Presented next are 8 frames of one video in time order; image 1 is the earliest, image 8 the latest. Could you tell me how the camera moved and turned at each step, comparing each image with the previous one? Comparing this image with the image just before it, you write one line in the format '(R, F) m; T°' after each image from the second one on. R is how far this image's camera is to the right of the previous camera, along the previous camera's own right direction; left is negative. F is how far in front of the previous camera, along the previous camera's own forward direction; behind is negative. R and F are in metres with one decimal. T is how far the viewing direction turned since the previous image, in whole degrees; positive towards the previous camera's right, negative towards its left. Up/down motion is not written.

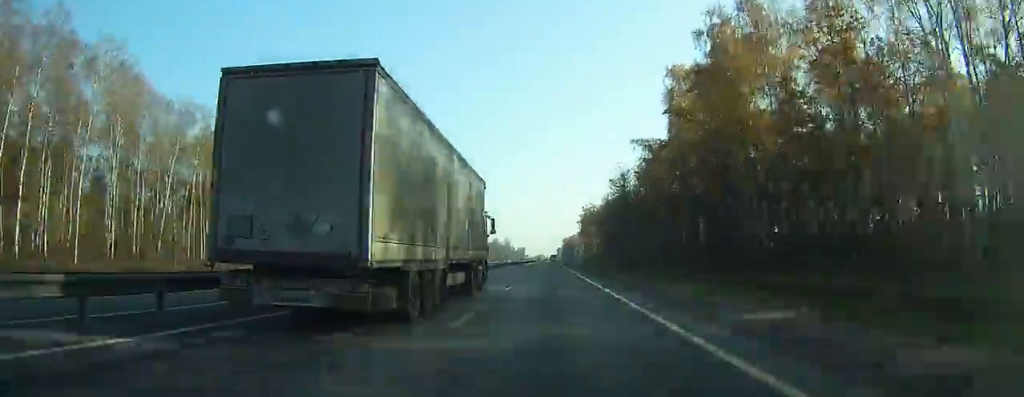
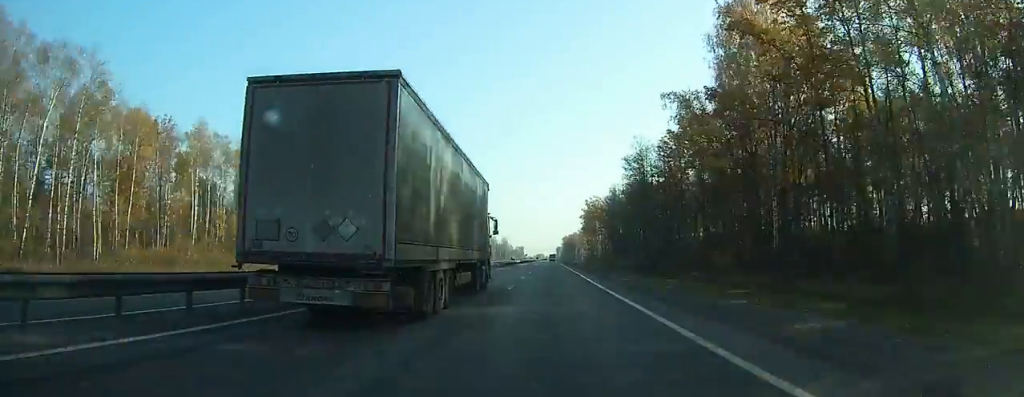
(0.0, +22.9) m; 0°
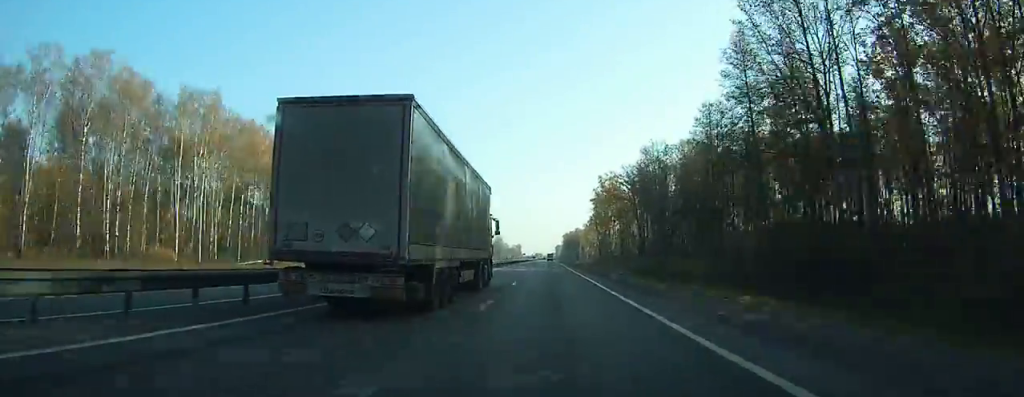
(+0.4, +57.5) m; +1°
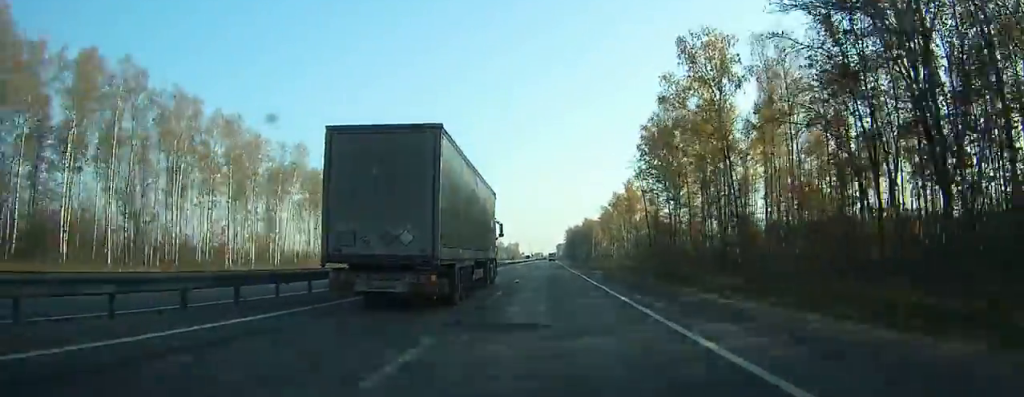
(+0.1, +92.1) m; 0°
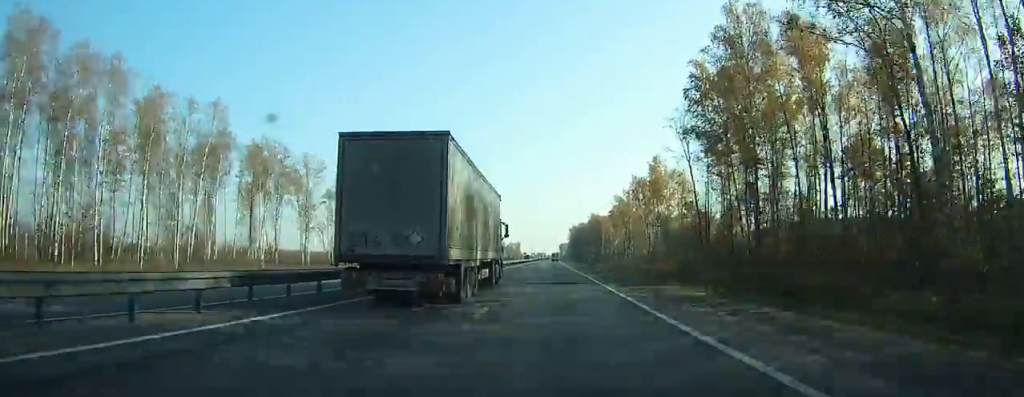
(0.0, +29.4) m; 0°
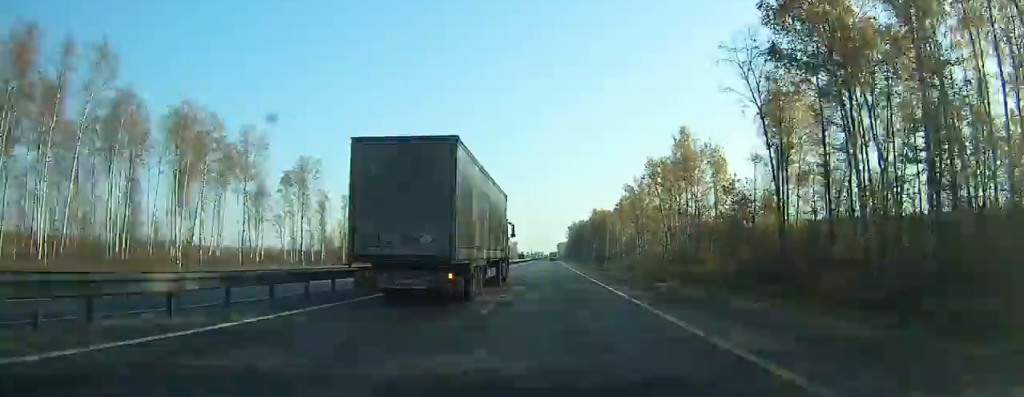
(0.0, +22.7) m; 0°
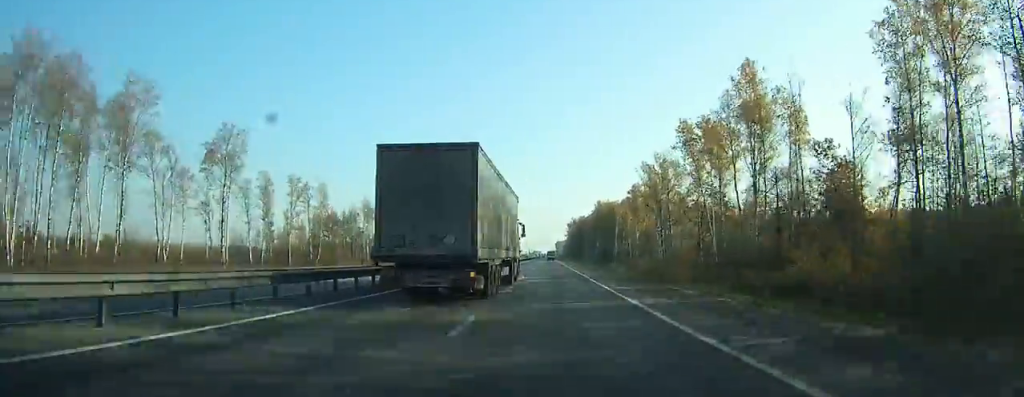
(-0.1, +27.6) m; 0°
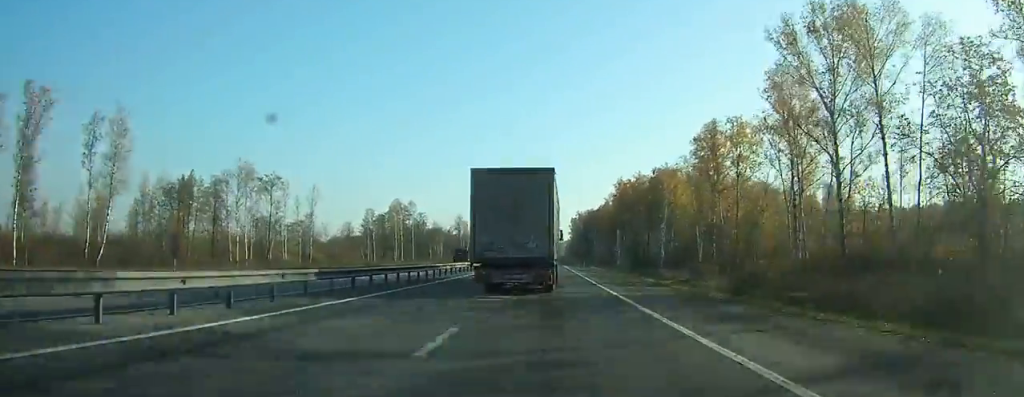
(+0.2, +62.0) m; 0°
